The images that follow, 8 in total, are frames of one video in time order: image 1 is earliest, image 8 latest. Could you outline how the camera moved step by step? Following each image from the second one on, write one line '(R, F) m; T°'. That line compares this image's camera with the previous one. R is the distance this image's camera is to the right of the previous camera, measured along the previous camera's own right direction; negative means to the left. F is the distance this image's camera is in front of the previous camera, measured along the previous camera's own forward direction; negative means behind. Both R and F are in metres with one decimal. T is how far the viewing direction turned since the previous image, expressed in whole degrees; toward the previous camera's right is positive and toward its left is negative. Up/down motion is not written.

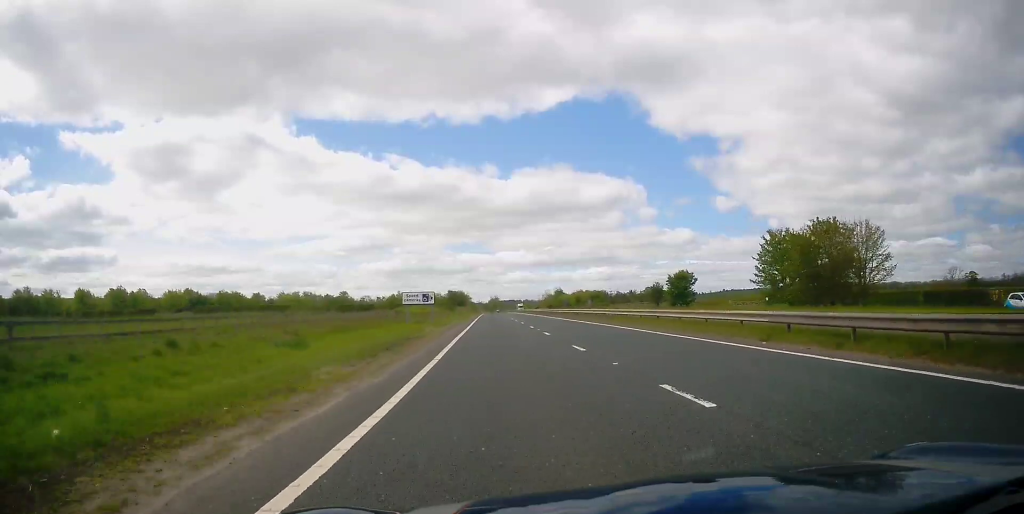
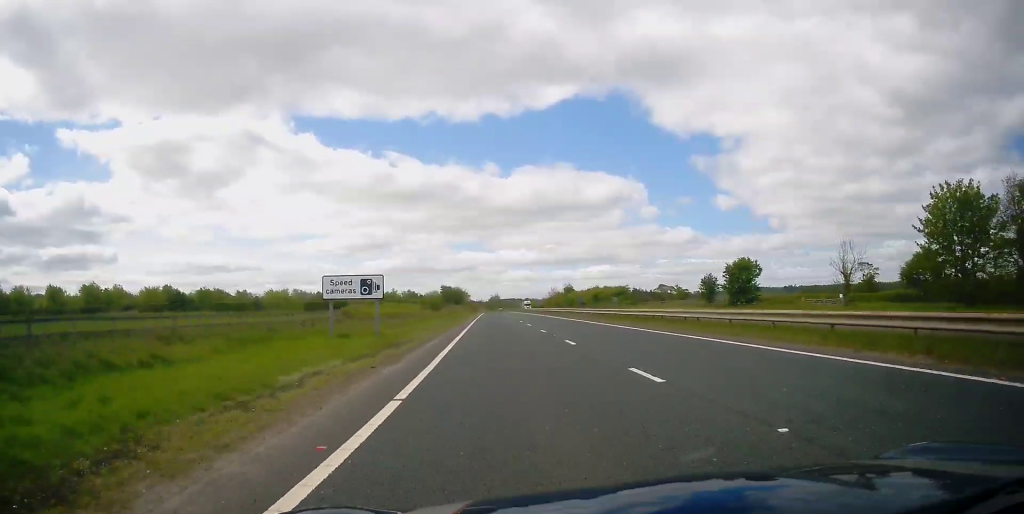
(+0.1, +24.8) m; 0°
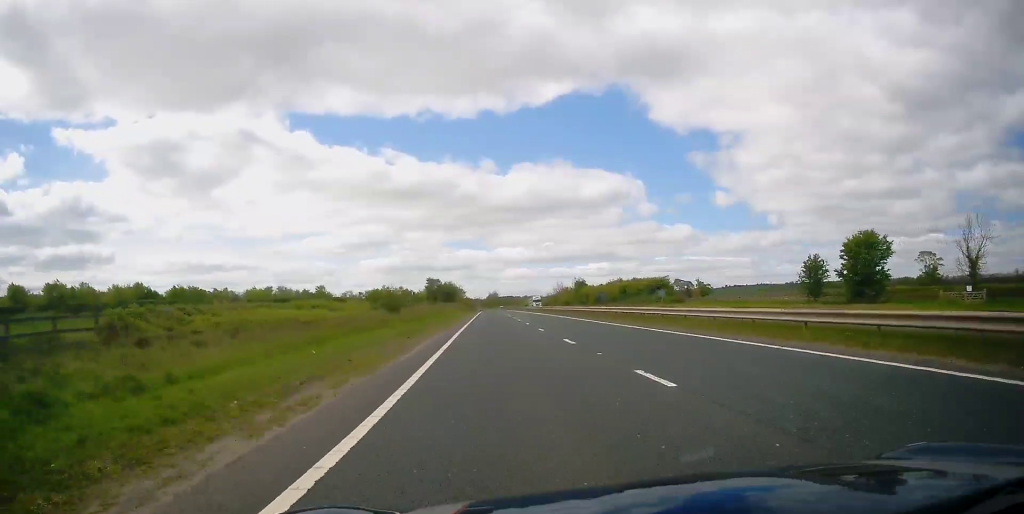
(-0.2, +27.2) m; 0°
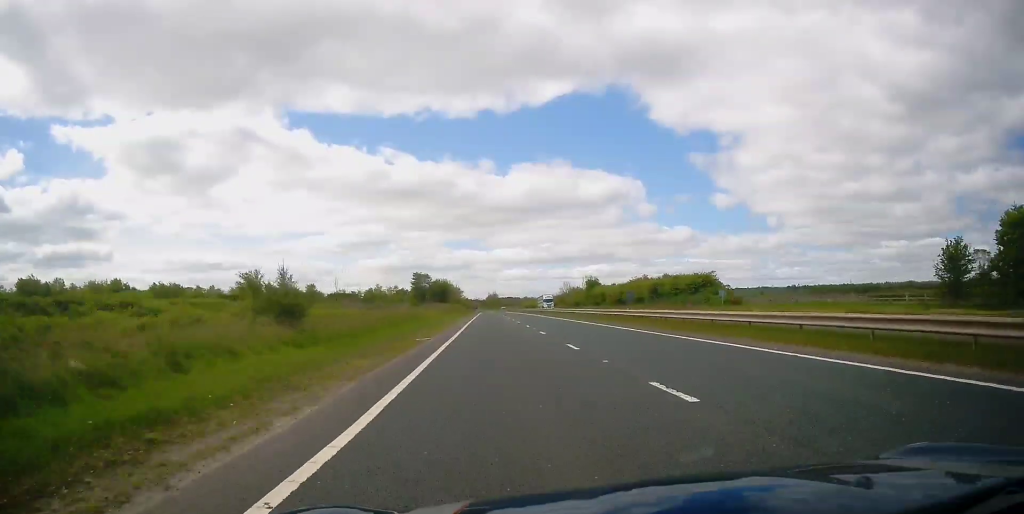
(-0.1, +19.3) m; 0°
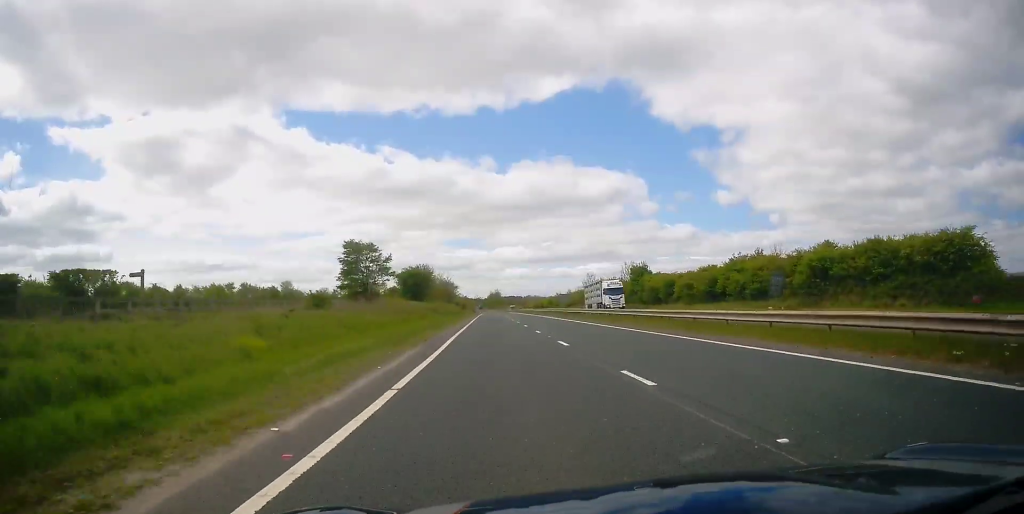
(+0.7, +42.4) m; +1°
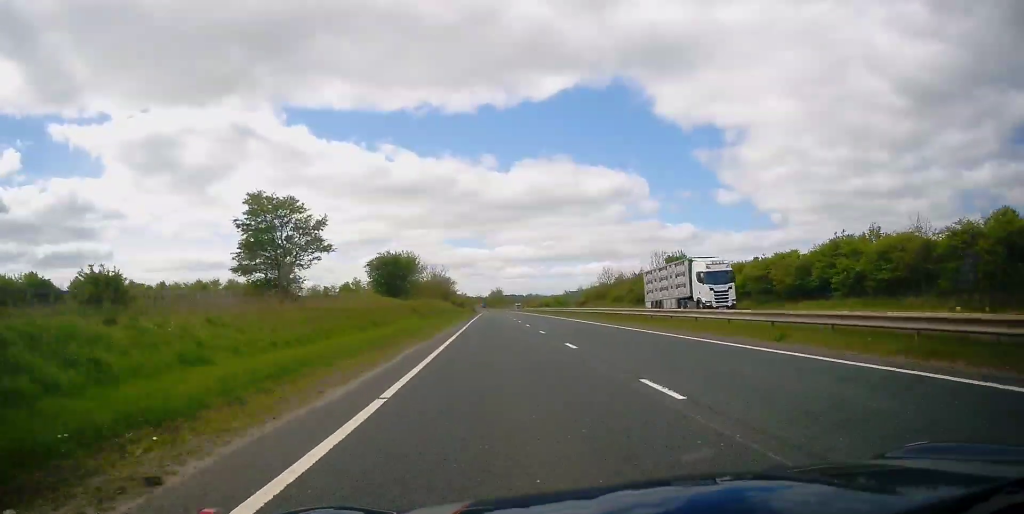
(+0.1, +19.6) m; 0°
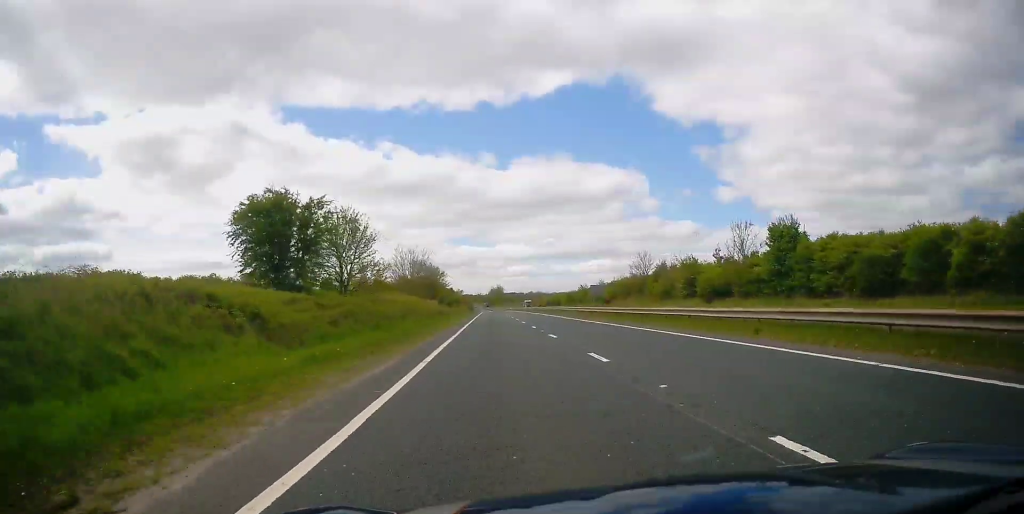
(-0.5, +31.3) m; 0°
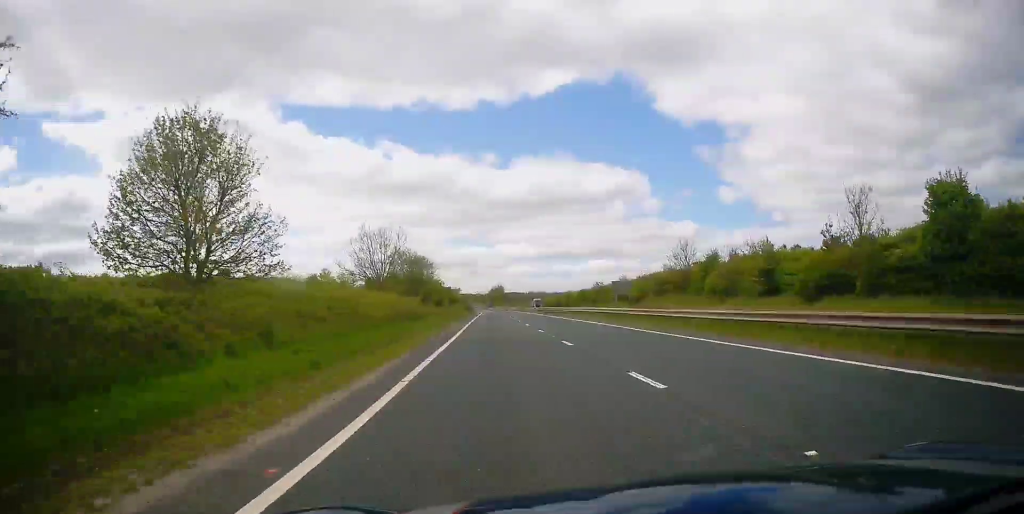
(+0.1, +21.0) m; +1°
